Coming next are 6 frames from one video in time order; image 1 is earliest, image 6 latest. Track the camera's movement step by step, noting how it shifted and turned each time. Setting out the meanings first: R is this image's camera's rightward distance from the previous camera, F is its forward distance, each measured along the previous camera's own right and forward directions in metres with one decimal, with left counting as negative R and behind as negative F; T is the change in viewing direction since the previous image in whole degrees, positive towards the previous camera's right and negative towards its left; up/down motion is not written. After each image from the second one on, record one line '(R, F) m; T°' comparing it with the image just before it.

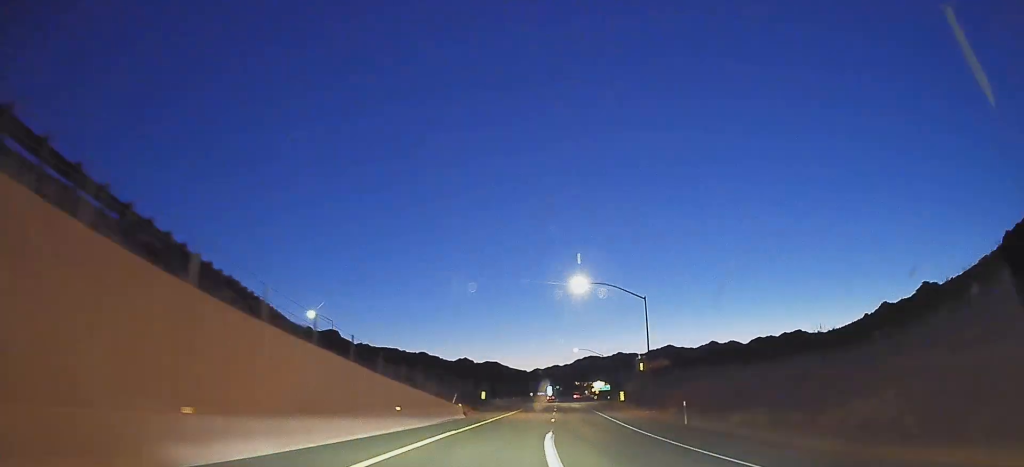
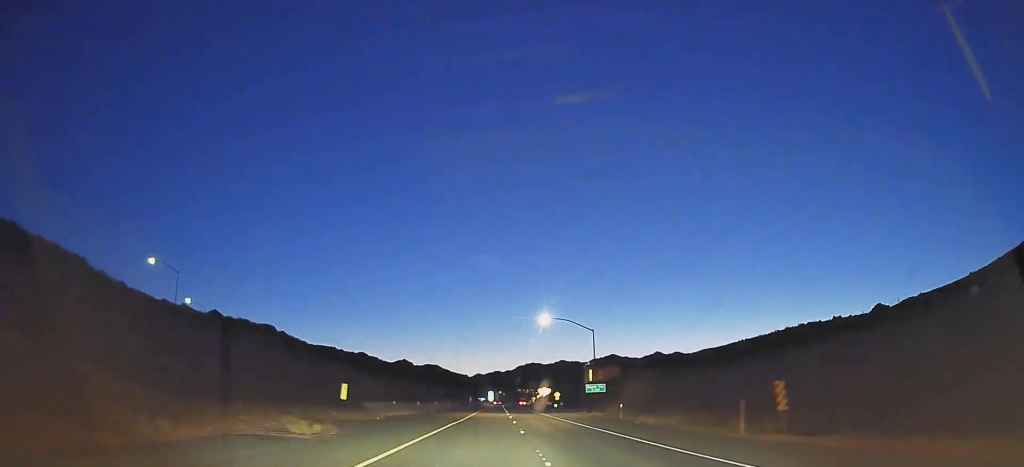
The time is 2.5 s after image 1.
(+4.3, +49.1) m; +6°
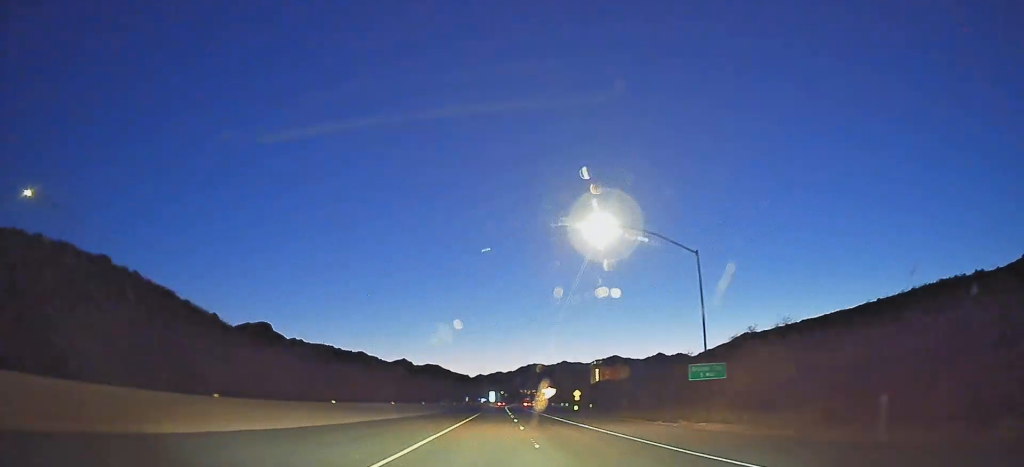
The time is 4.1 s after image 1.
(+1.1, +32.3) m; +2°
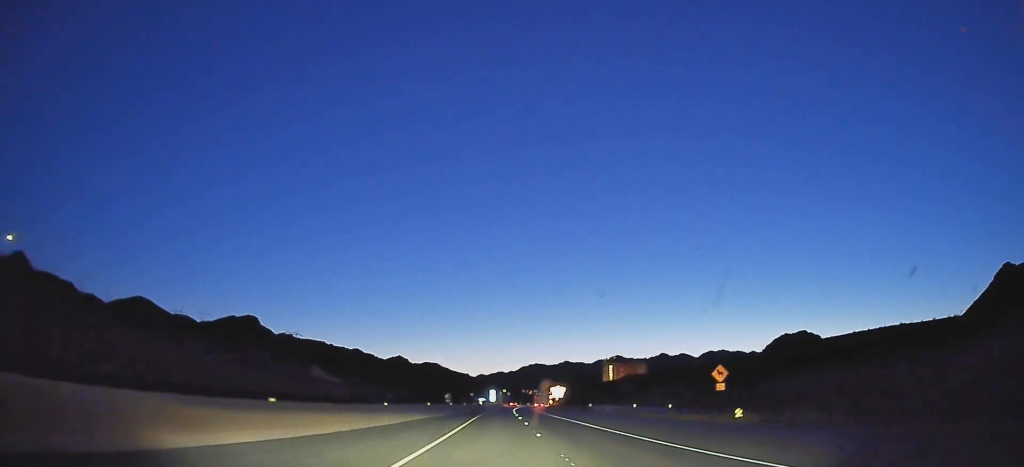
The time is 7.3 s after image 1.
(+0.4, +66.9) m; -2°
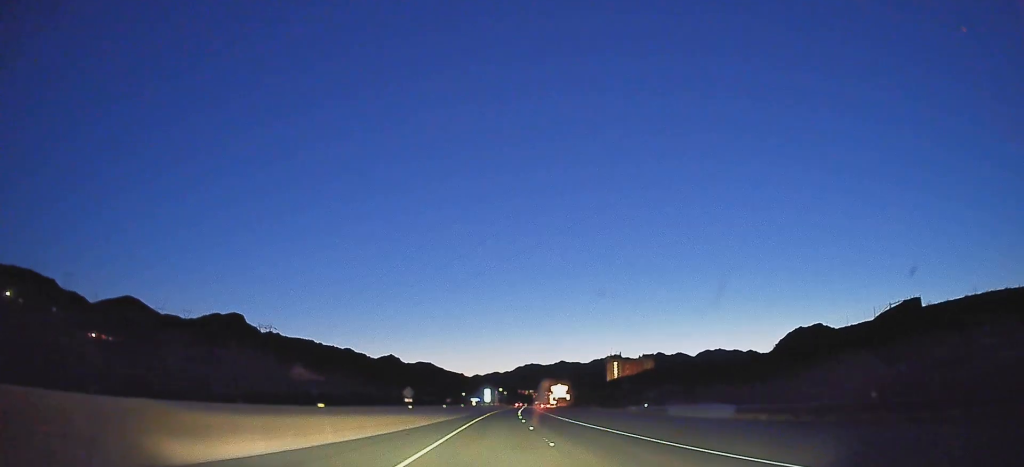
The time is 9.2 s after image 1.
(-0.4, +41.0) m; -3°
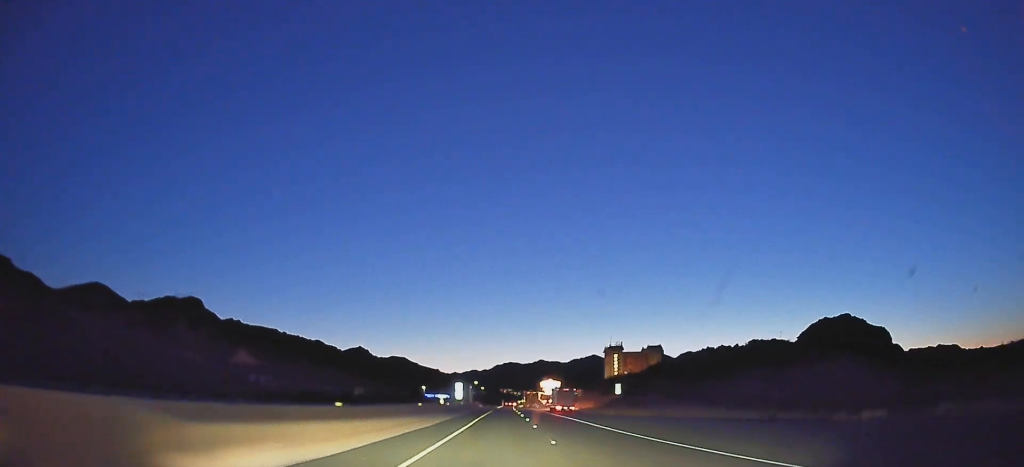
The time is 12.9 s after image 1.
(-2.5, +83.2) m; 0°
